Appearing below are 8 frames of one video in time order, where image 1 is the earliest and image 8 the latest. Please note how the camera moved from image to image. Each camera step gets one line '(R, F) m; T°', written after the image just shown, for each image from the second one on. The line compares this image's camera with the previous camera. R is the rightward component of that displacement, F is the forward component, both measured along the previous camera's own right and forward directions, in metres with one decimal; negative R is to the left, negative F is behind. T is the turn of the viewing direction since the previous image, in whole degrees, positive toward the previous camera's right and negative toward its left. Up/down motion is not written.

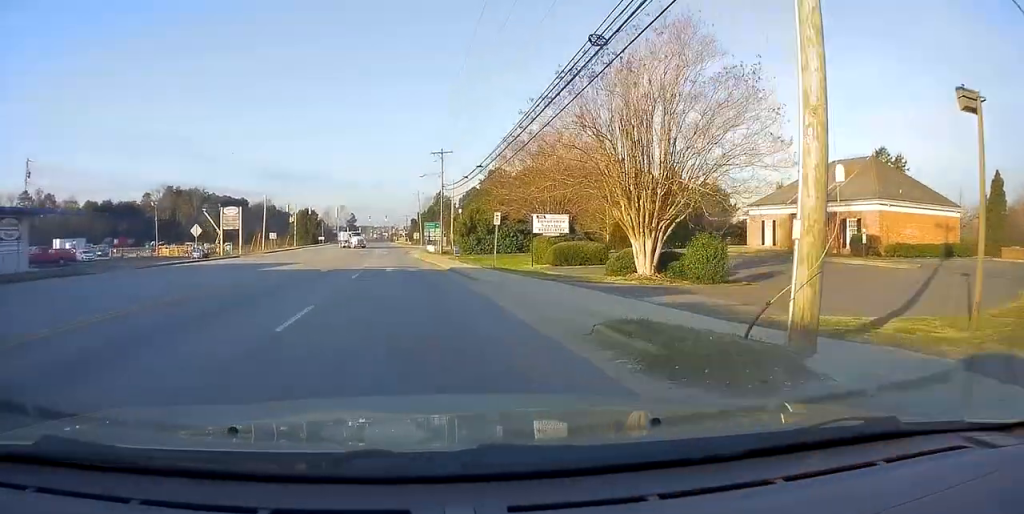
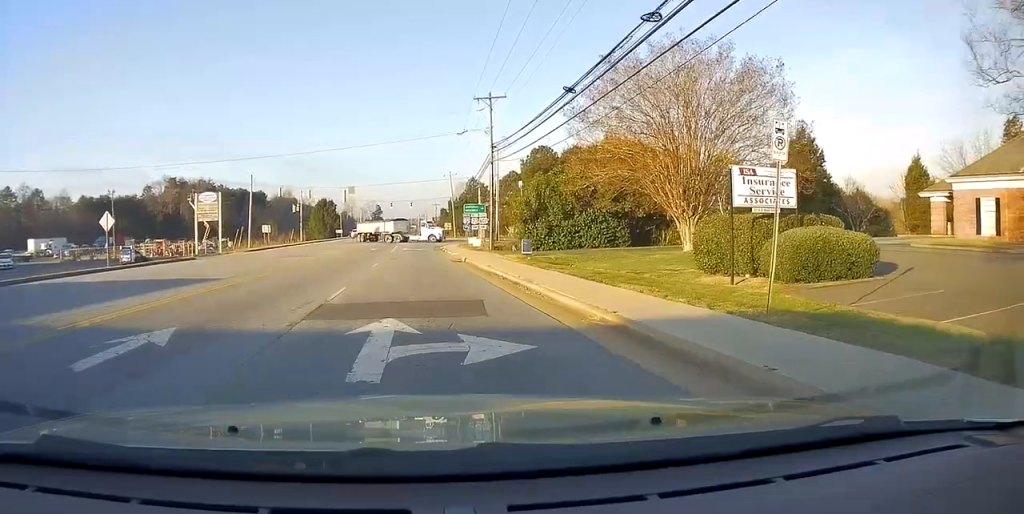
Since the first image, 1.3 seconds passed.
(-0.5, +23.0) m; -3°
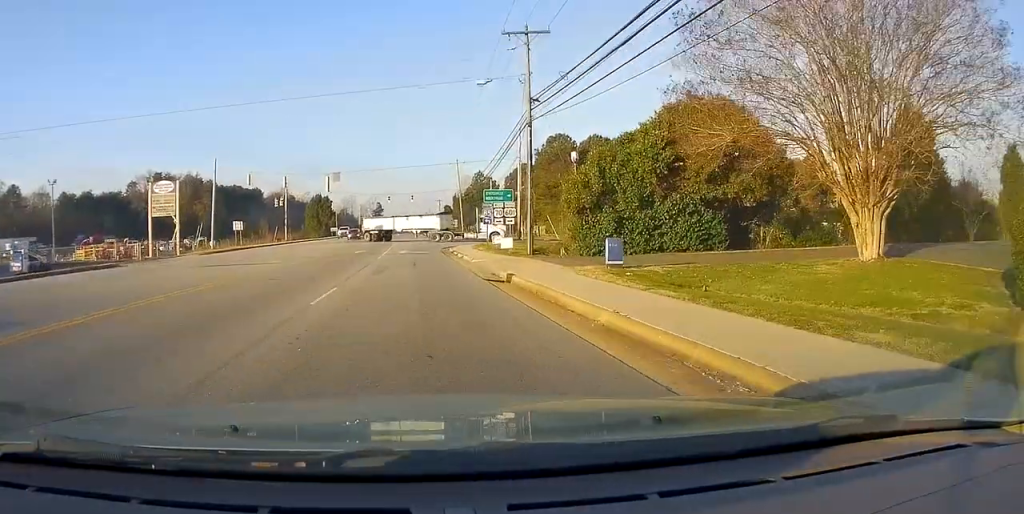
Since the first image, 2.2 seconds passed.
(-0.2, +14.5) m; -1°
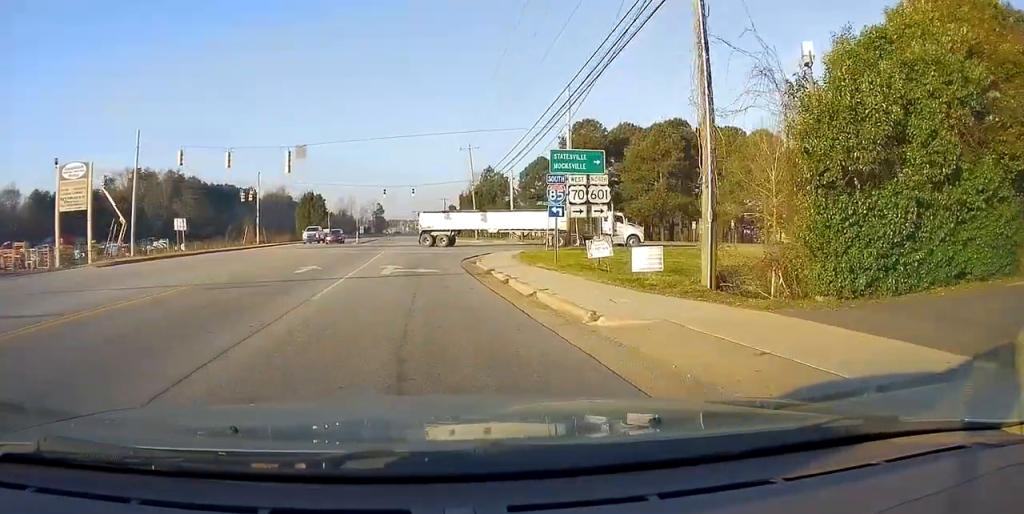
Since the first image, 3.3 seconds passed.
(0.0, +18.7) m; +1°
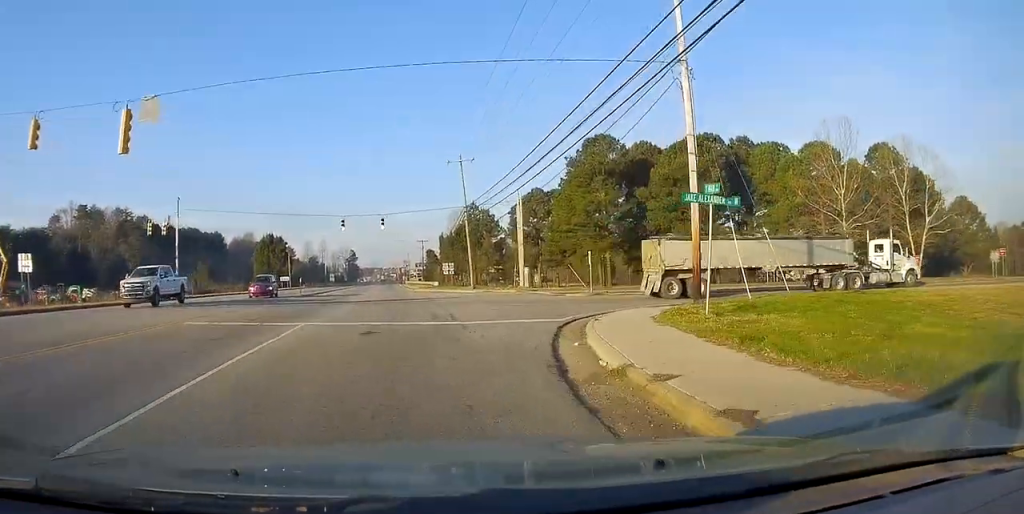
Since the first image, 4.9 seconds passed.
(+0.4, +22.2) m; +3°
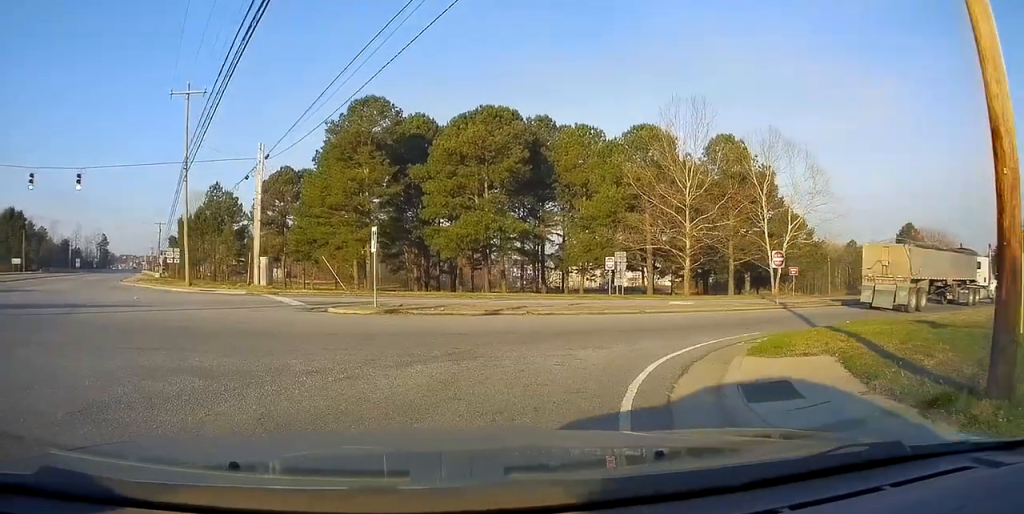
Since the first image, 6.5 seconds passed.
(+1.7, +18.7) m; +20°
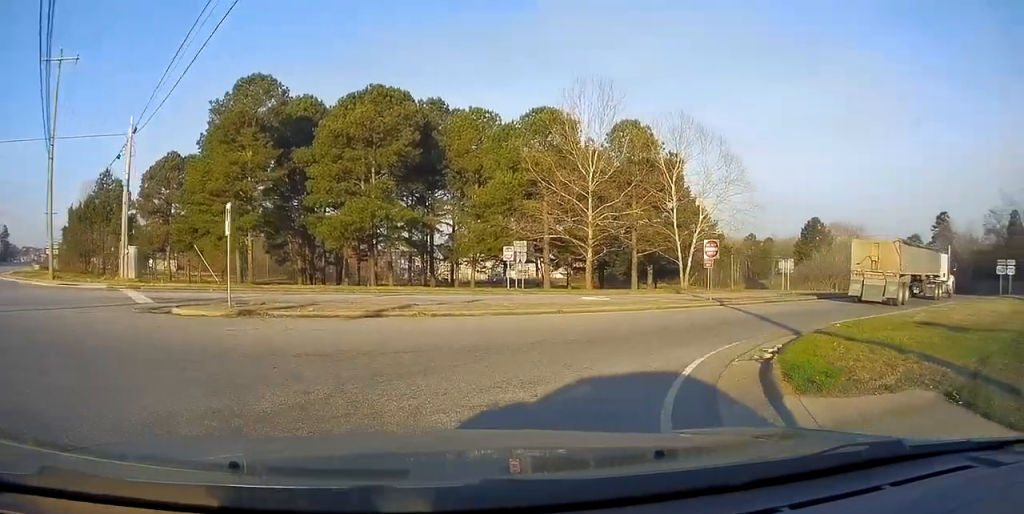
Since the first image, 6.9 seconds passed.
(+0.5, +4.2) m; +8°
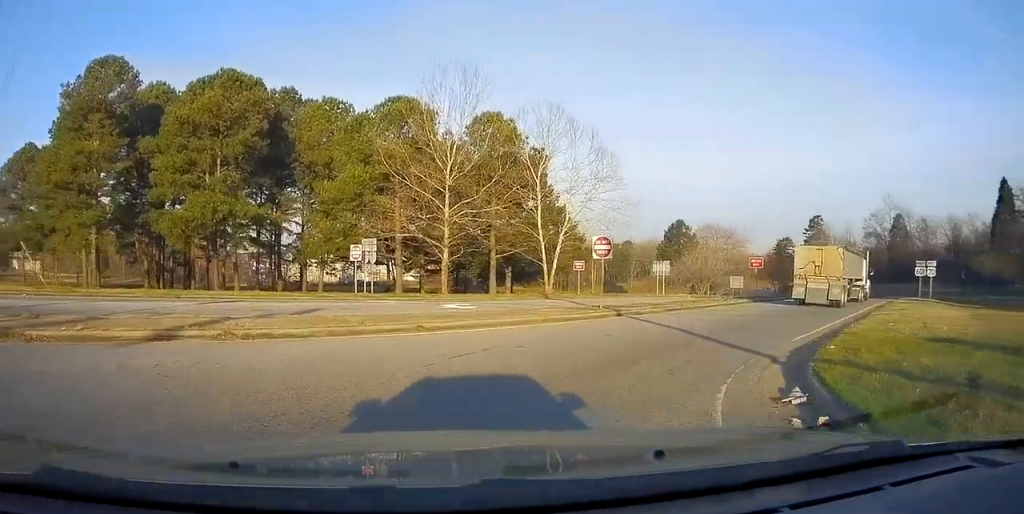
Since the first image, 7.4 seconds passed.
(+0.3, +4.8) m; +10°
